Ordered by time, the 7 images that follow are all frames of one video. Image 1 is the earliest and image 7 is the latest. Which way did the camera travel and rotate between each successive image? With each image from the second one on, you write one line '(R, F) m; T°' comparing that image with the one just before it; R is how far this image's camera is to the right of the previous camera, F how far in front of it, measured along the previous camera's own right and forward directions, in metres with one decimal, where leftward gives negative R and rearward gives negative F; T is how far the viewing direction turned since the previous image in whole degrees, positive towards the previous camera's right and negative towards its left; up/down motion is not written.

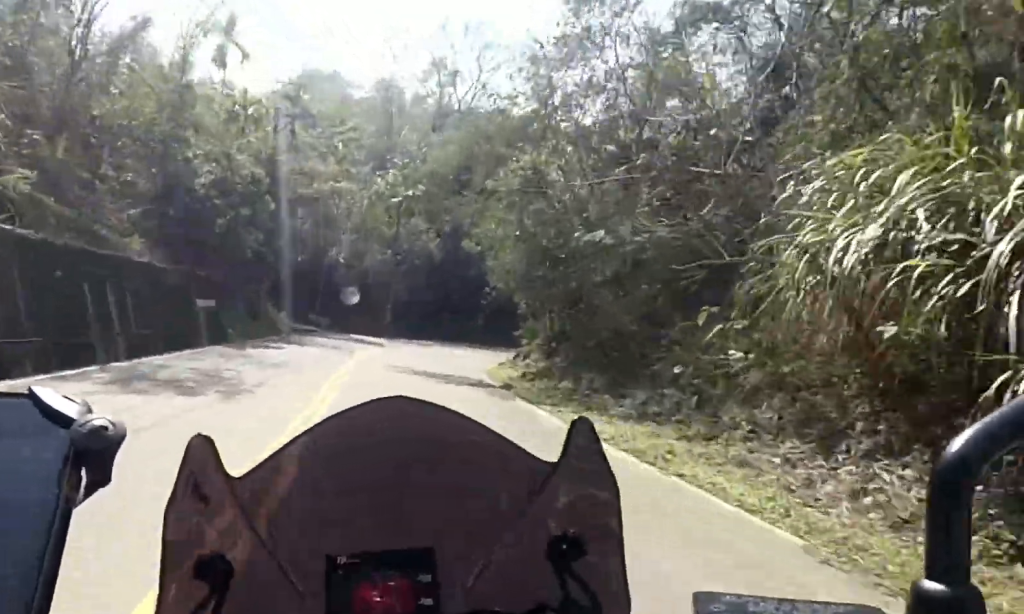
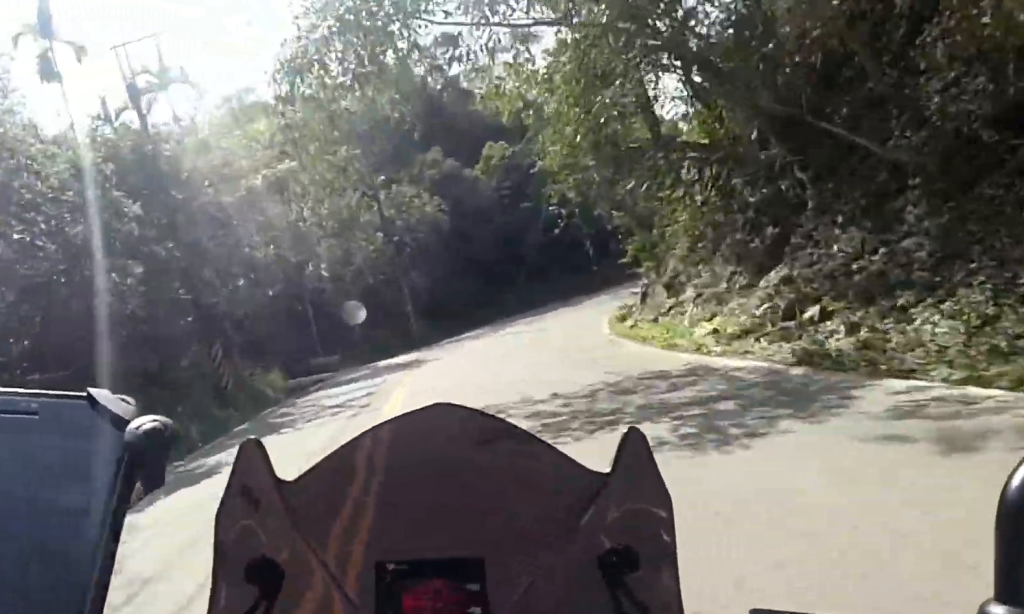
(-0.7, +10.5) m; +3°
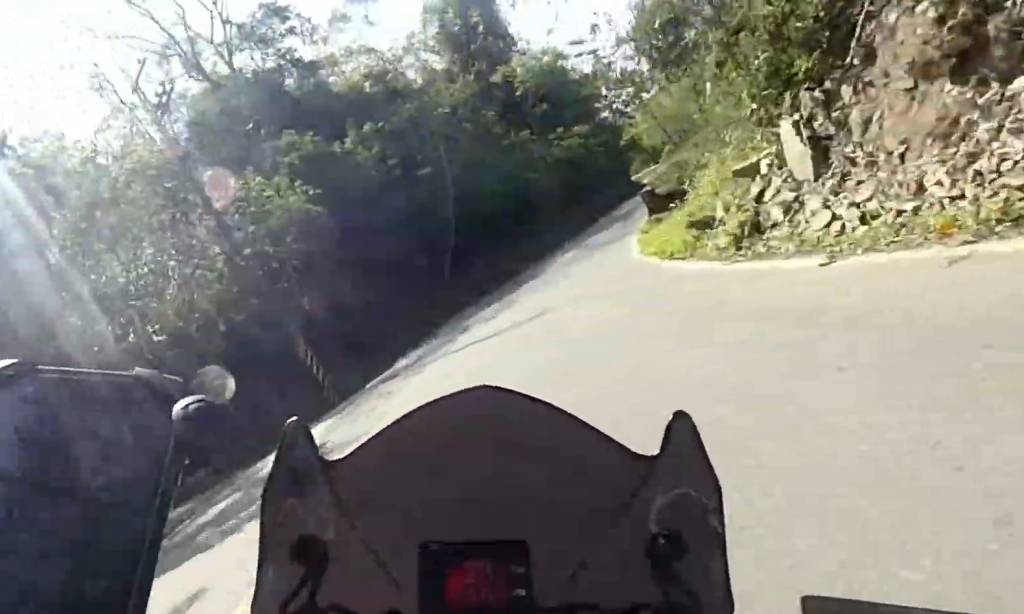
(-3.0, +9.8) m; +14°
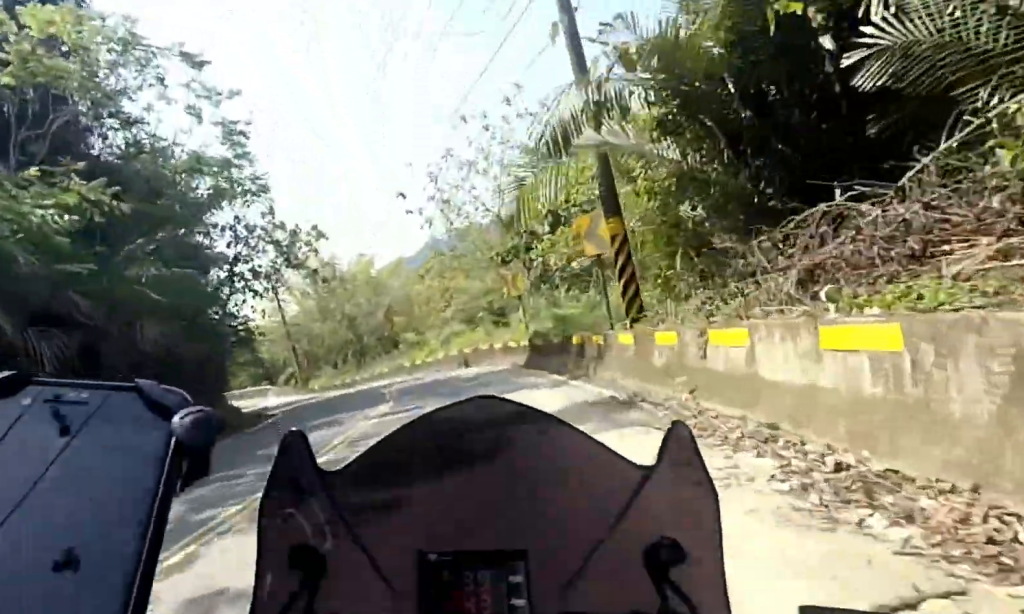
(+14.6, +26.2) m; +24°
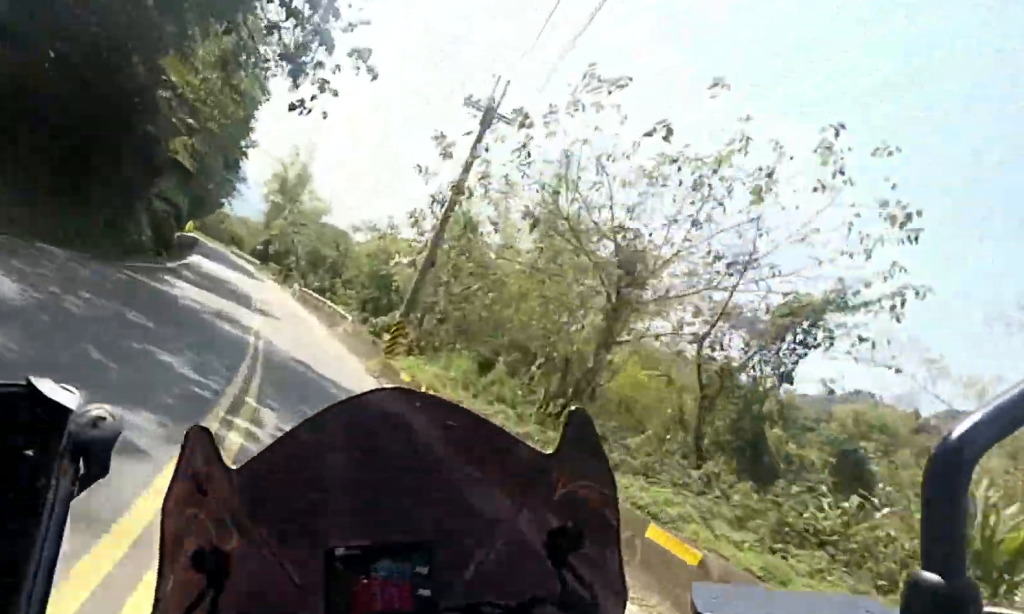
(-4.2, +33.8) m; -17°
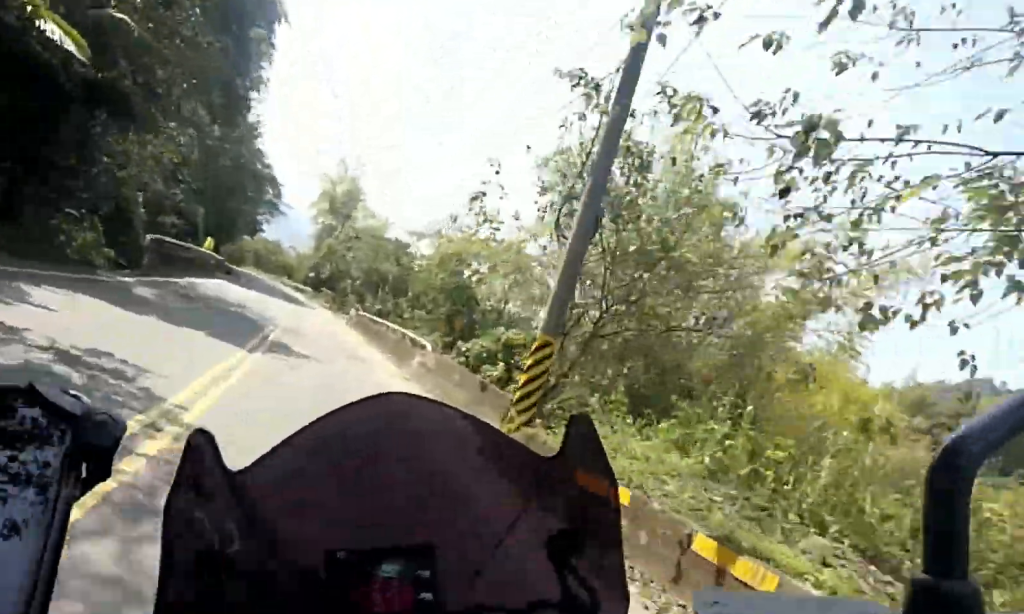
(-0.7, +9.8) m; -8°
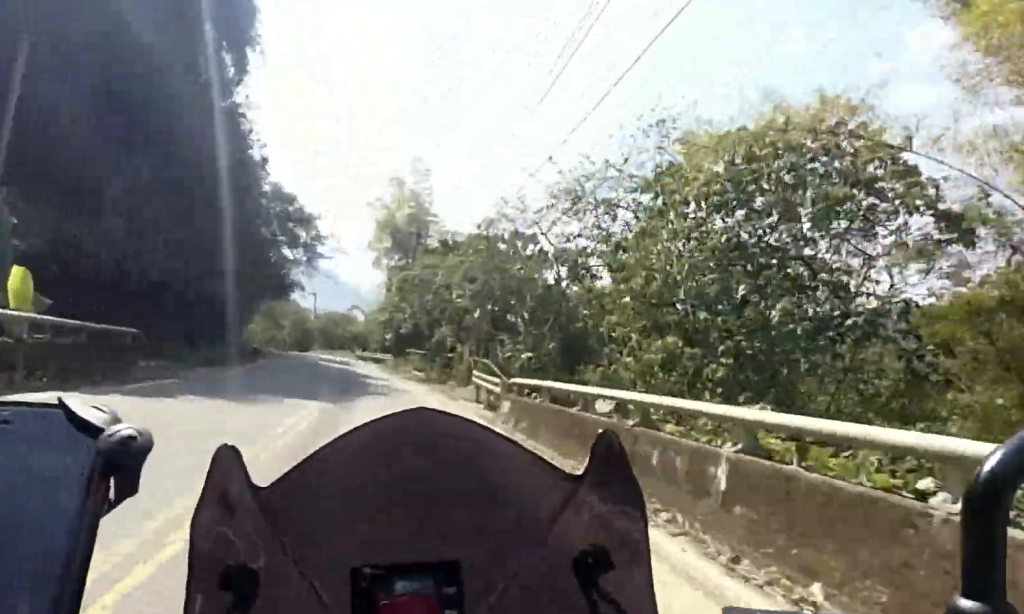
(-3.7, +21.4) m; -16°
